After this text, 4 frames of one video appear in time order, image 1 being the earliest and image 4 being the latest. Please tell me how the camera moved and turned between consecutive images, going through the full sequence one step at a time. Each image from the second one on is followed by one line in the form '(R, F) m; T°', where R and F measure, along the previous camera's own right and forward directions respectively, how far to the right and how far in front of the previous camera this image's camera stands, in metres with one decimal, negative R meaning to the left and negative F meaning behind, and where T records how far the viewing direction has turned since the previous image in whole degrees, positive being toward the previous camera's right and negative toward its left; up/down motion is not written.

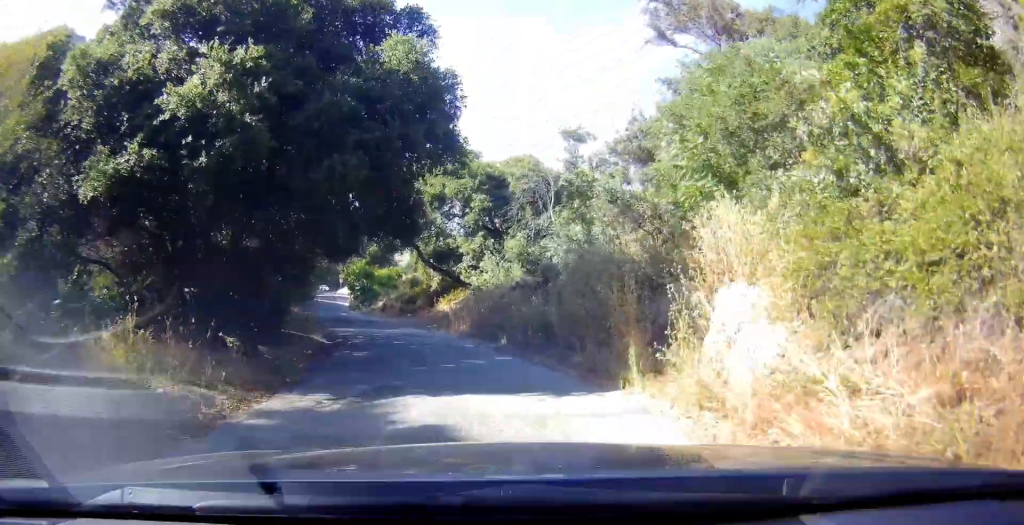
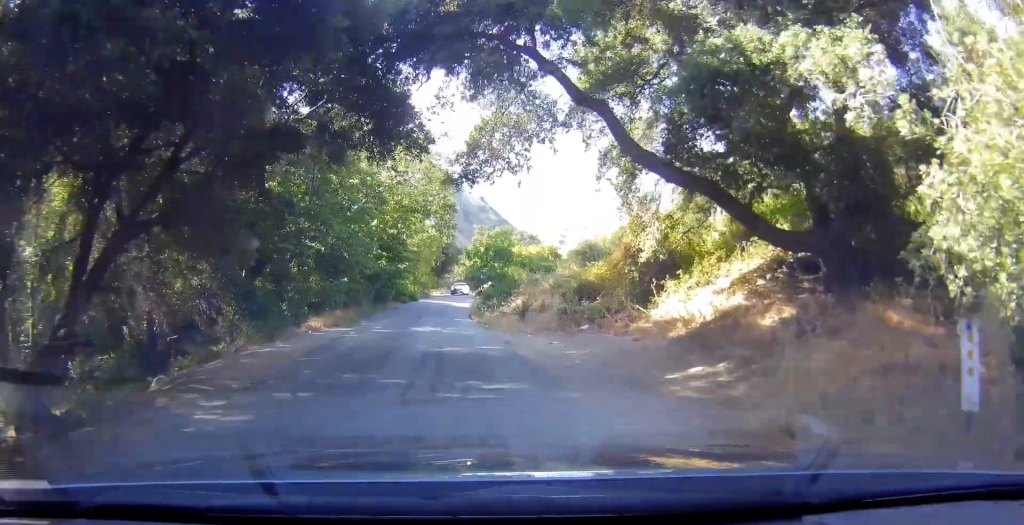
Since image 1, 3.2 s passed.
(-2.3, +29.3) m; -9°
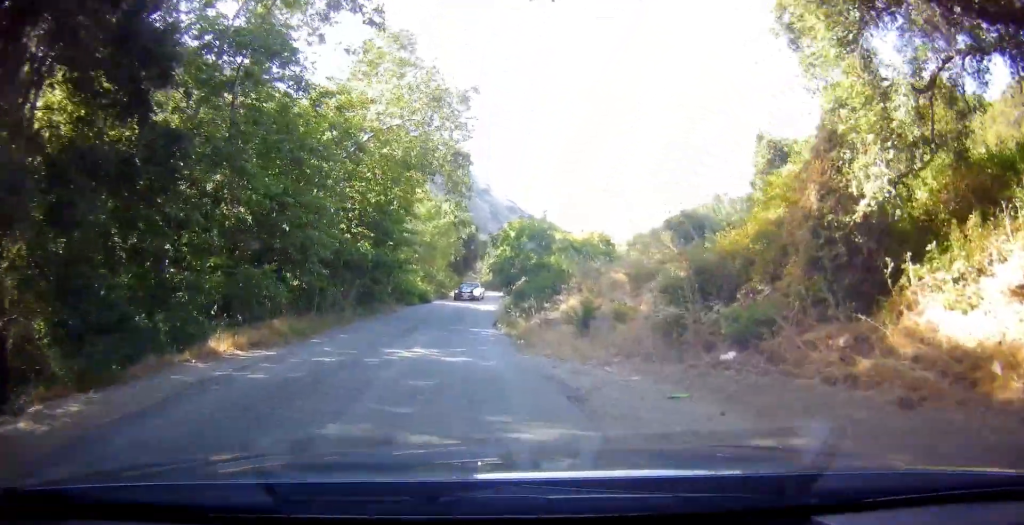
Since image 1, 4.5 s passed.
(0.0, +11.6) m; 0°
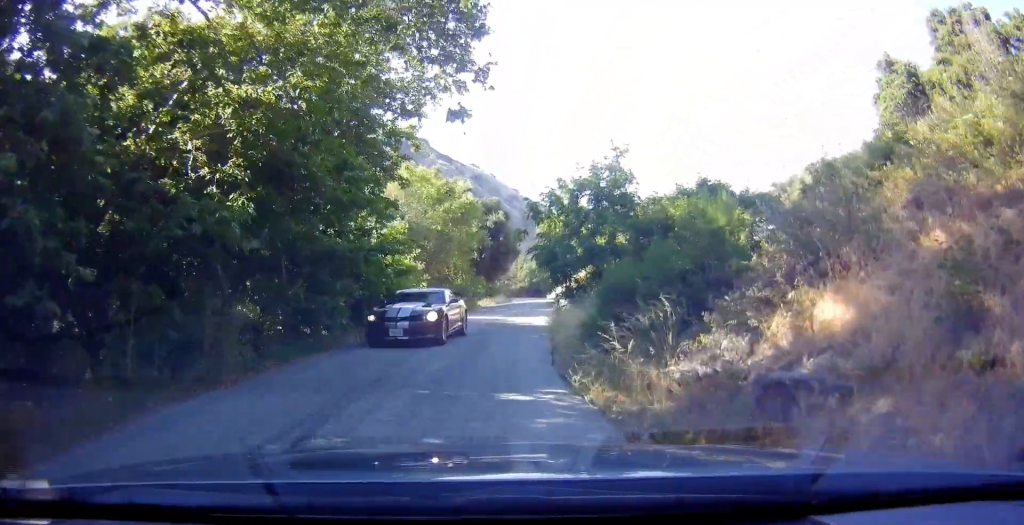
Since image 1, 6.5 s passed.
(0.0, +15.4) m; 0°
